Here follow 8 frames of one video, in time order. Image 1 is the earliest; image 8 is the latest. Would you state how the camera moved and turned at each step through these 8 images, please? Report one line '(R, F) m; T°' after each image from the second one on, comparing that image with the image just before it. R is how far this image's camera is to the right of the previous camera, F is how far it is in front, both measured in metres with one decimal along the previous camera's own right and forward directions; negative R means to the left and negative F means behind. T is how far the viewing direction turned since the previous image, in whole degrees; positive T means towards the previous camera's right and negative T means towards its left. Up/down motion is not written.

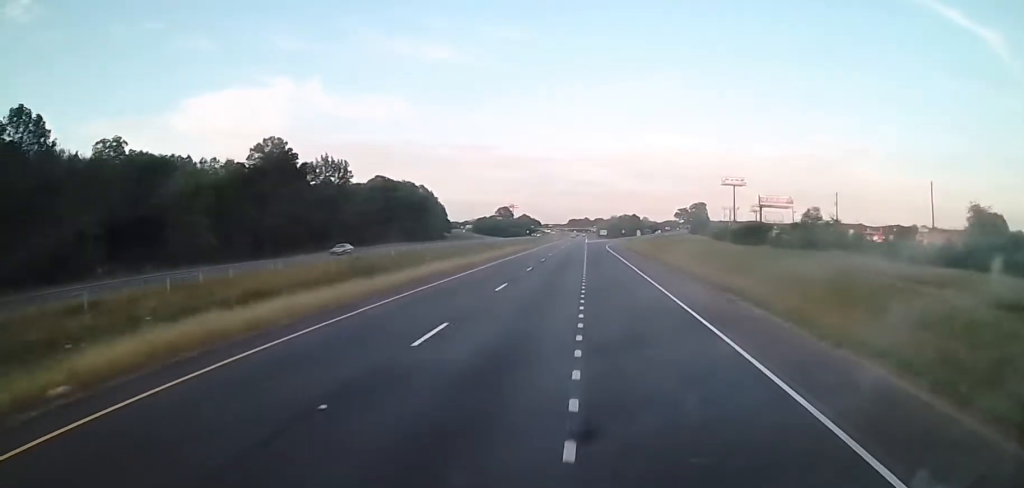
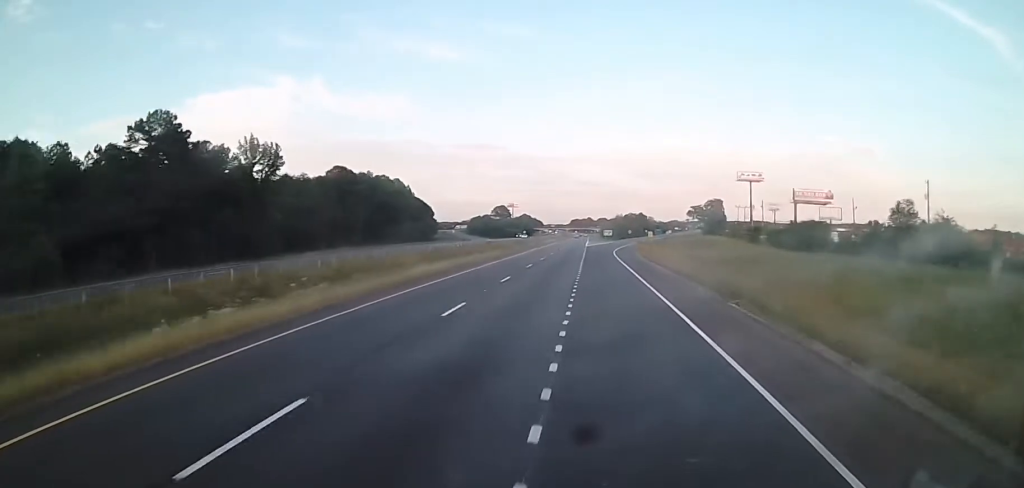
(-0.8, +31.7) m; -1°
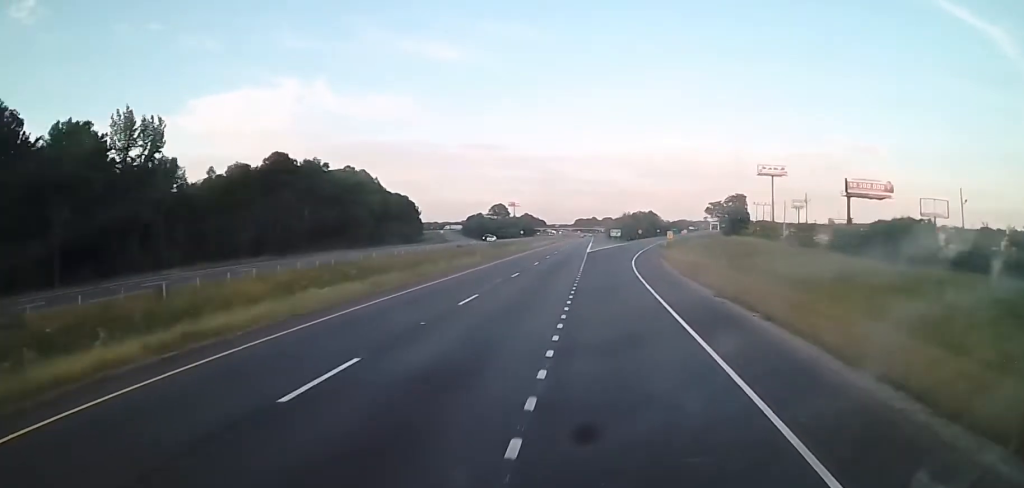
(+0.5, +33.0) m; 0°
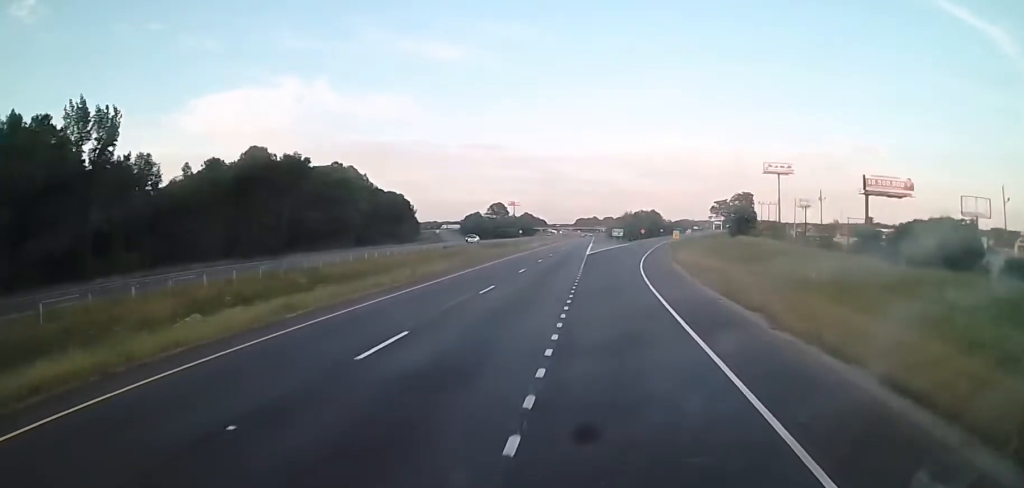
(-0.1, +9.0) m; 0°
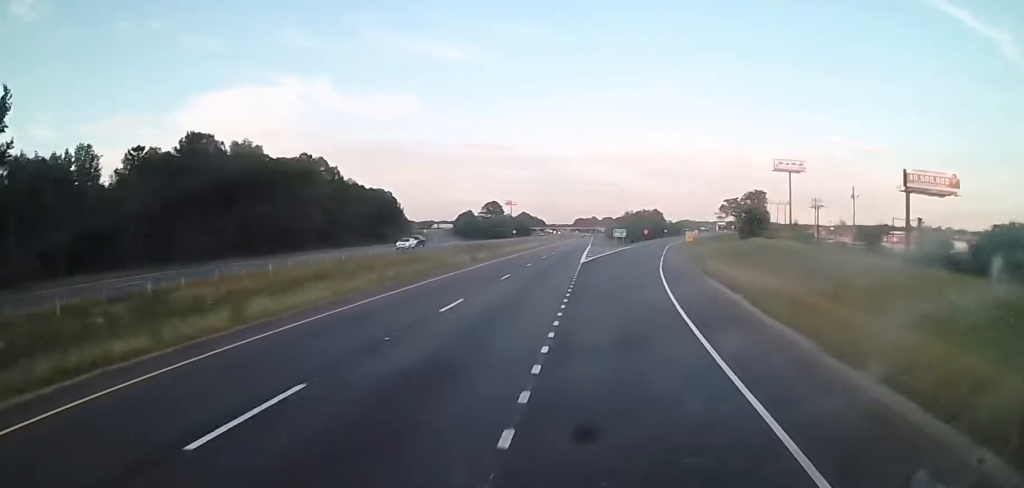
(-0.4, +17.9) m; 0°
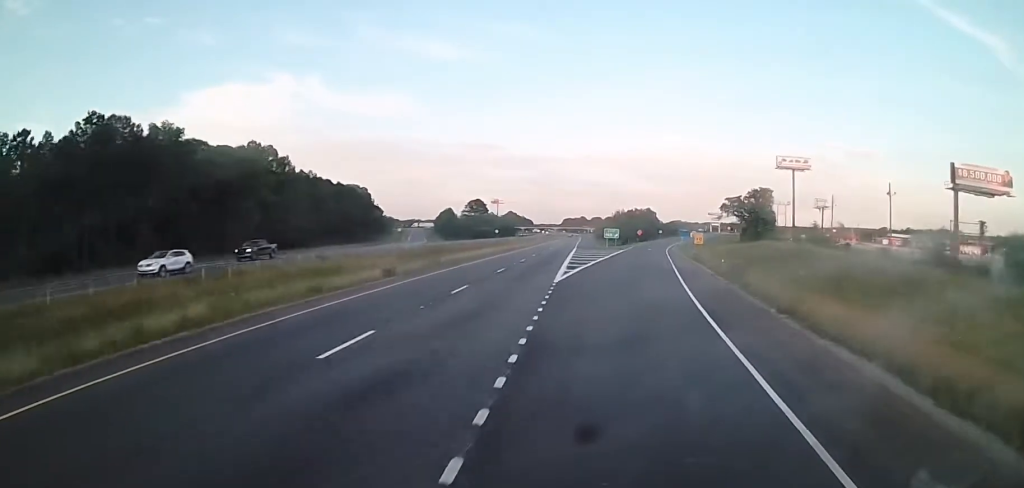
(+0.5, +19.3) m; +1°
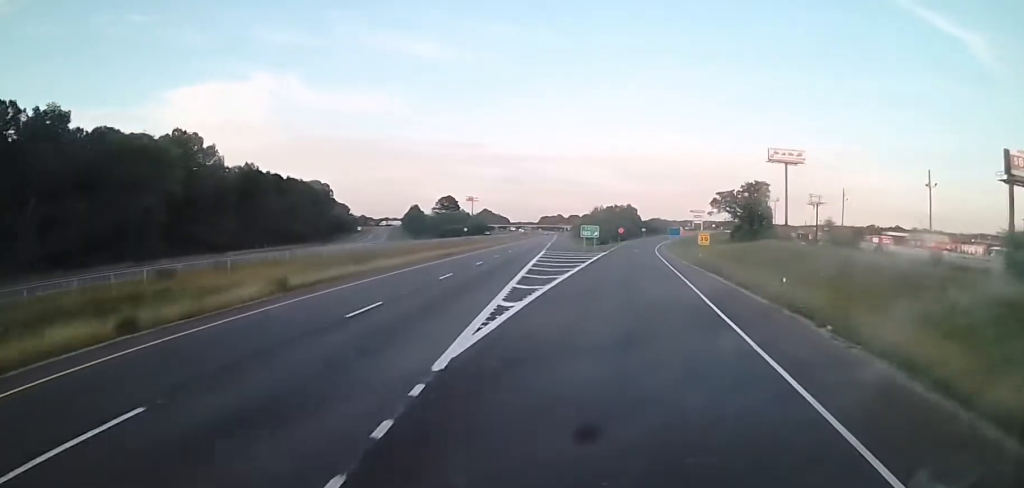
(+0.1, +18.9) m; +2°
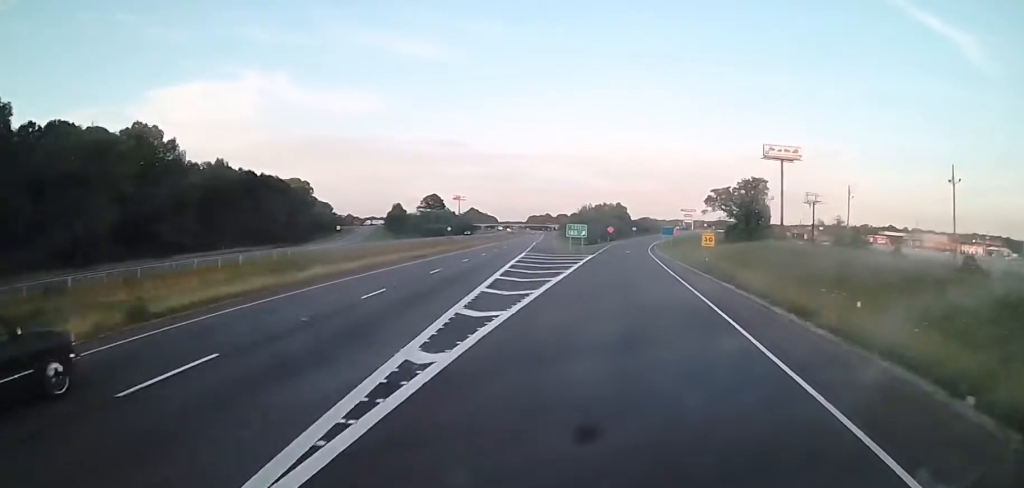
(0.0, +8.5) m; +1°
